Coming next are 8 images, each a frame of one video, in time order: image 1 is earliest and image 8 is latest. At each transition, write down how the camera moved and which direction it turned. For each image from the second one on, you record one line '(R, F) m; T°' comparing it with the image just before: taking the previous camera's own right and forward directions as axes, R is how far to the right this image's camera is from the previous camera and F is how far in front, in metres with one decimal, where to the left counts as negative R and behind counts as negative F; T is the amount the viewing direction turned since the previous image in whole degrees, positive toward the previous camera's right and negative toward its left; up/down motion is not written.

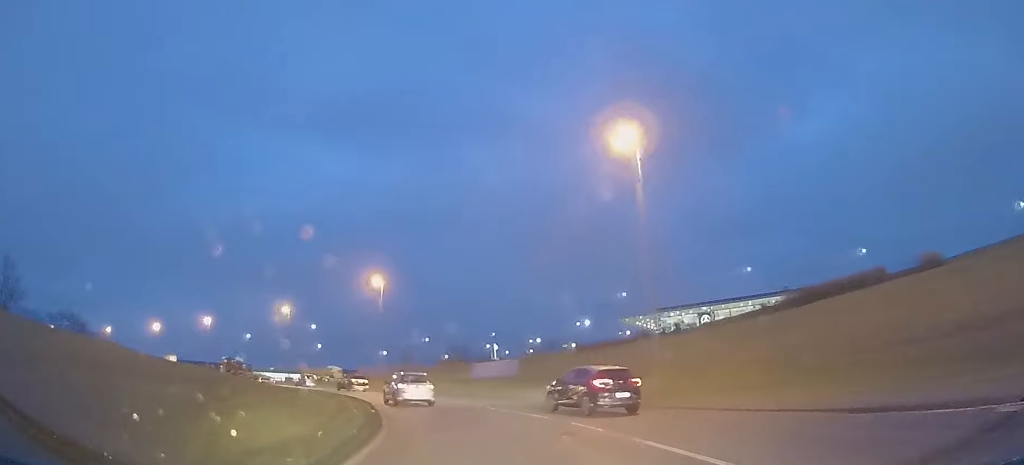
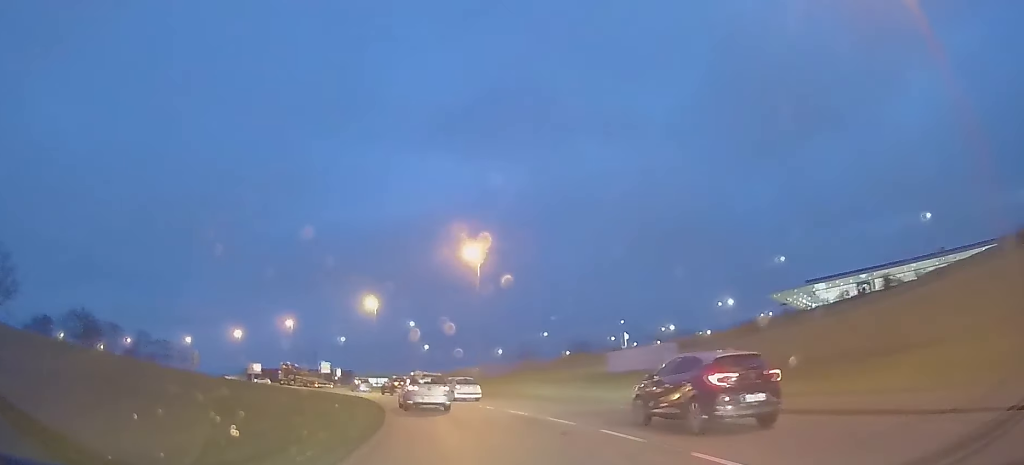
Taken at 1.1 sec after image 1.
(-1.6, +14.3) m; -12°
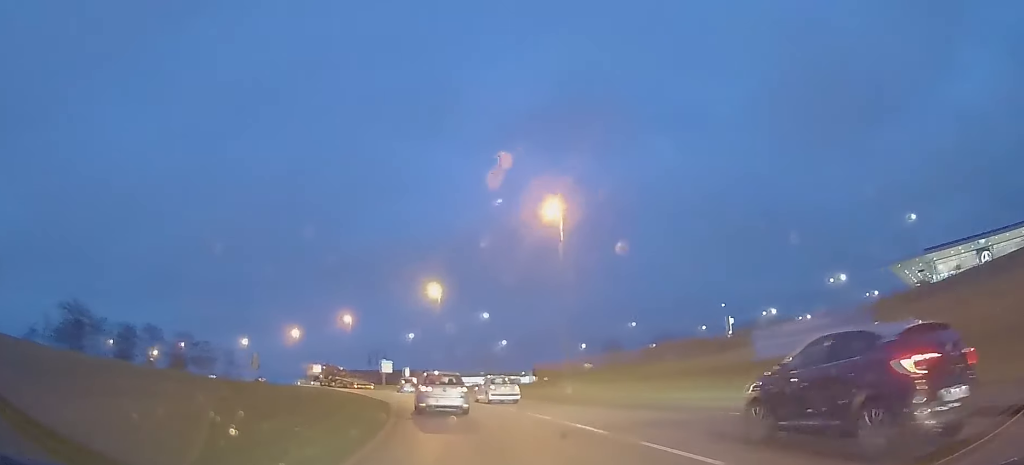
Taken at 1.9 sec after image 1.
(-0.9, +10.7) m; -9°
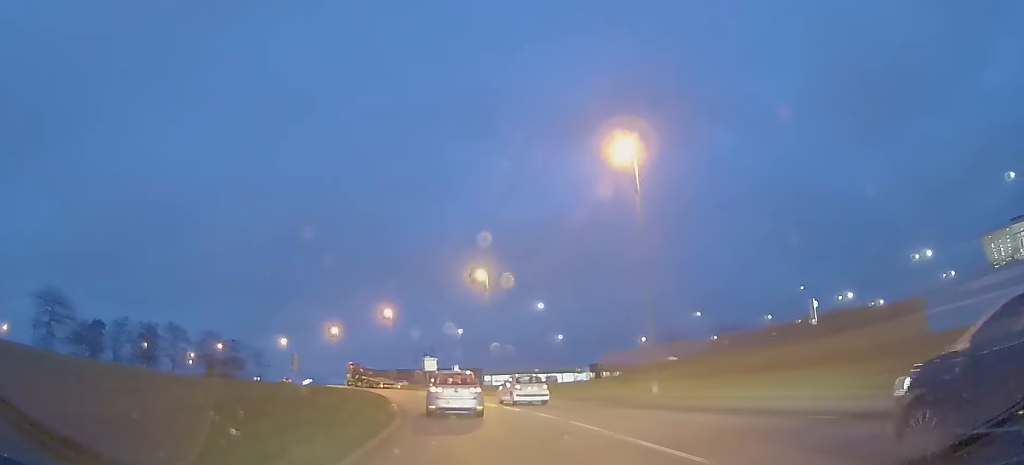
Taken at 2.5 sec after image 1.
(-0.4, +8.3) m; -6°
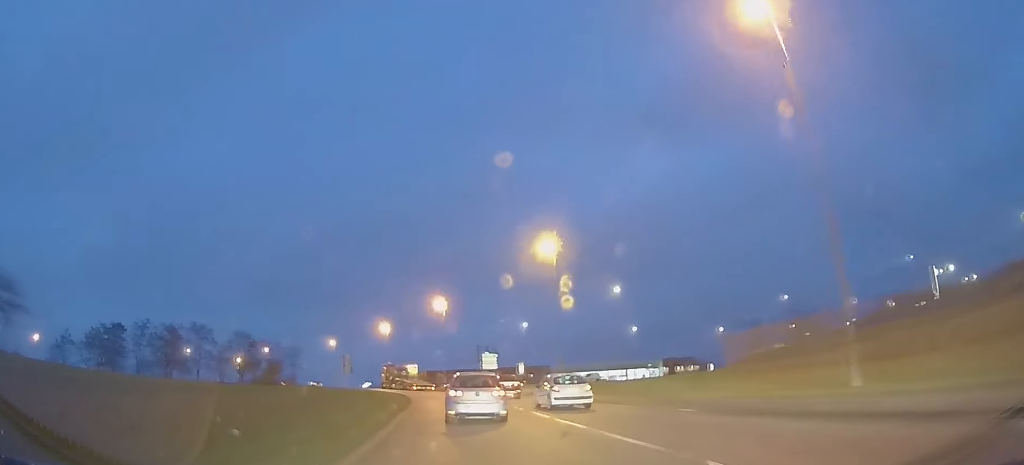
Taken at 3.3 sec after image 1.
(-0.8, +11.2) m; -8°
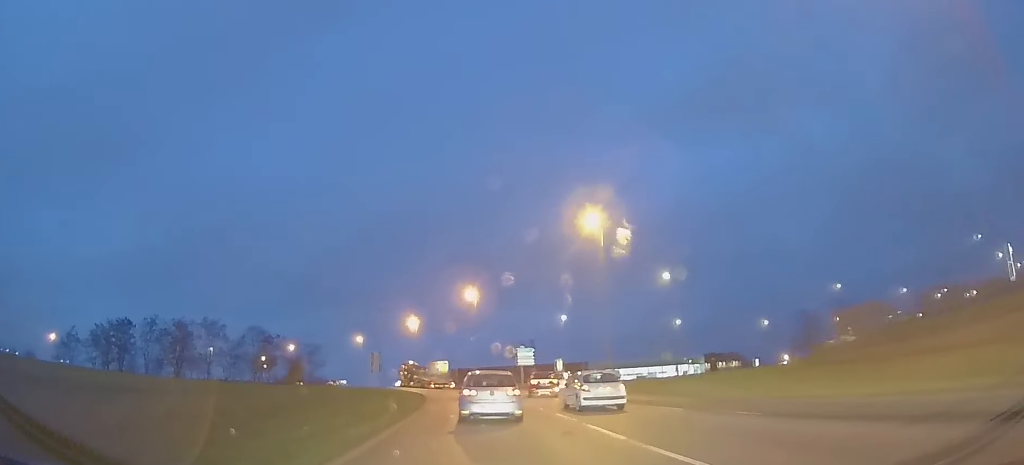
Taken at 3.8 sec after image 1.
(-0.4, +6.7) m; -3°
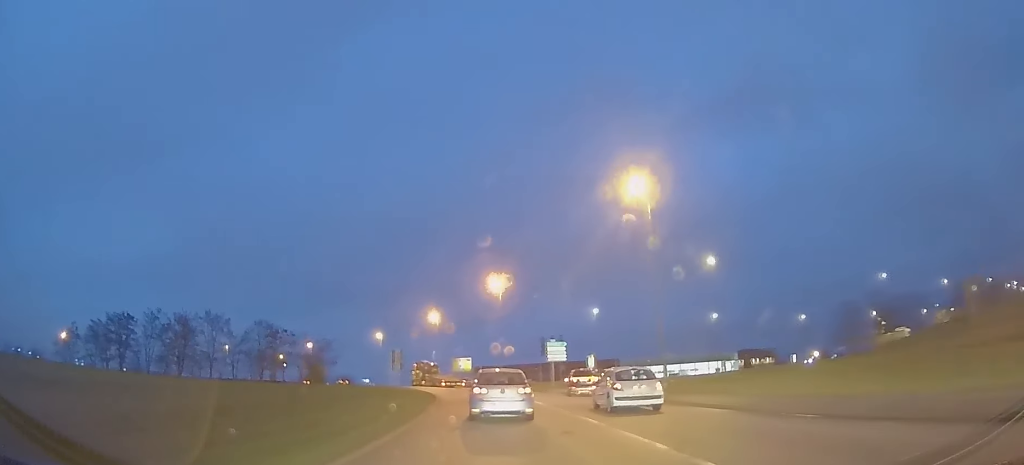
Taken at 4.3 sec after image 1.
(0.0, +6.3) m; -3°
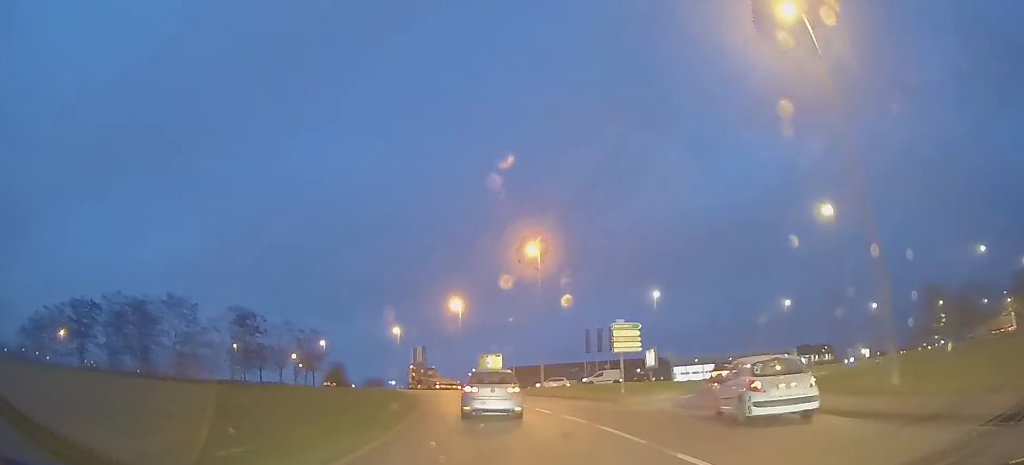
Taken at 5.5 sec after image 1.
(-1.0, +17.3) m; -5°
